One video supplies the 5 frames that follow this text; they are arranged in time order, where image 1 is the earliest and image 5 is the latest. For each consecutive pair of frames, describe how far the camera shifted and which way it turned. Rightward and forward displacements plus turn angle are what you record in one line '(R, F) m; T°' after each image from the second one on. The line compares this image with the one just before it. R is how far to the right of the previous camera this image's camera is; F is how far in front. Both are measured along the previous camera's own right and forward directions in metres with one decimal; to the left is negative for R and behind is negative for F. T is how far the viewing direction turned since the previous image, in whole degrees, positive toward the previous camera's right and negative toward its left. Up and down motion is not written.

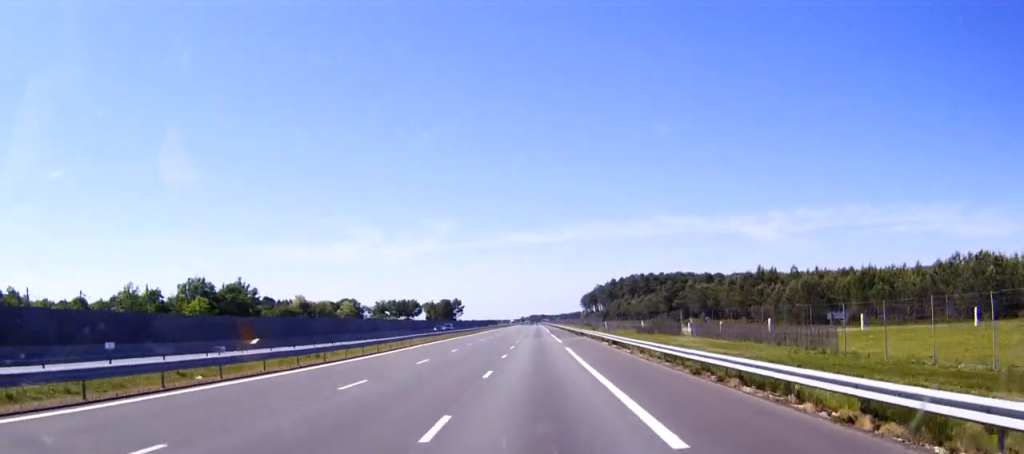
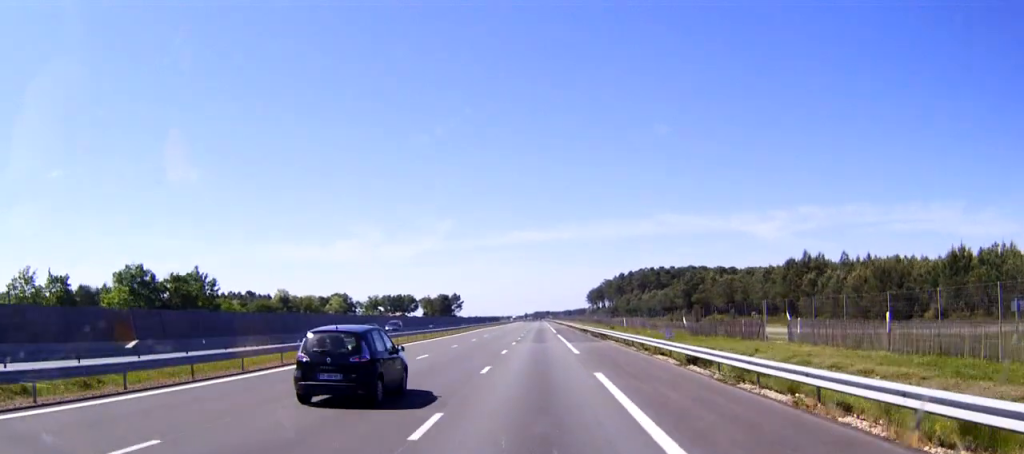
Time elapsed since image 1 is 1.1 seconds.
(0.0, +26.0) m; 0°
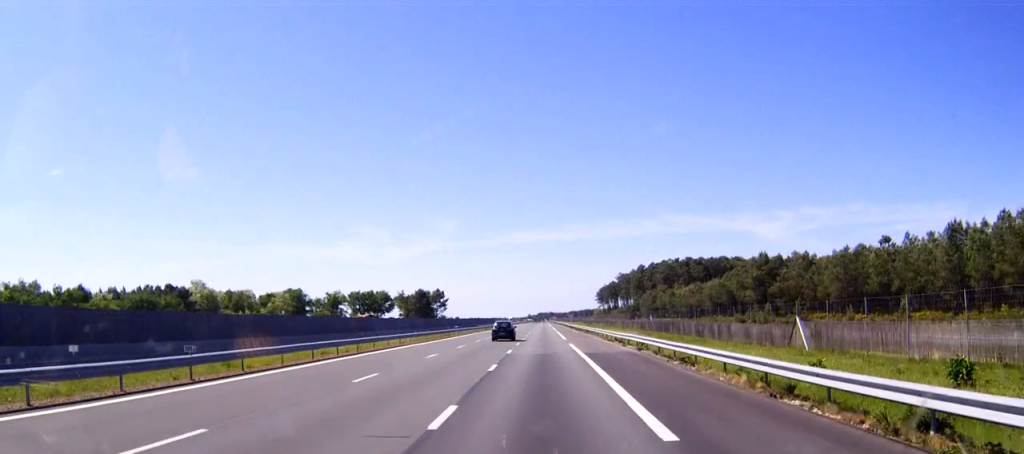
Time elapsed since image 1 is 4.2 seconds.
(-0.5, +76.9) m; -1°
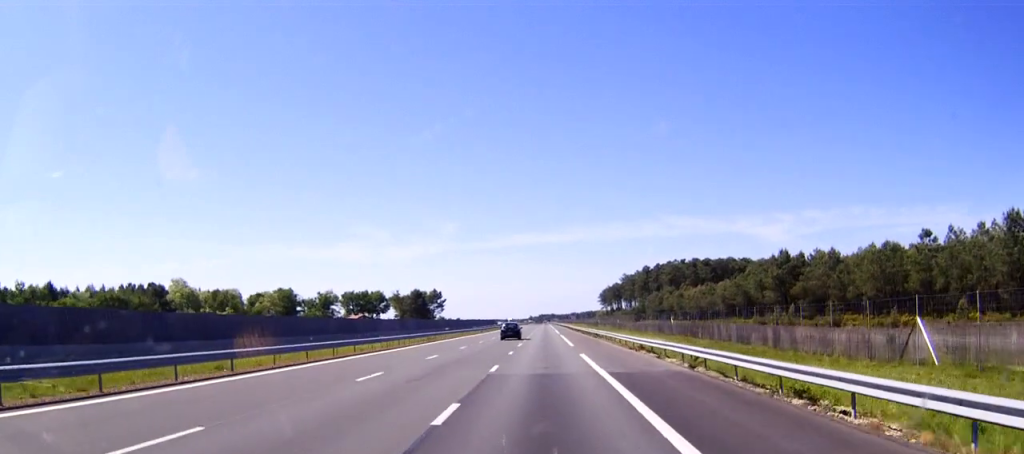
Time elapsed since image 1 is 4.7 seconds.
(0.0, +13.2) m; 0°
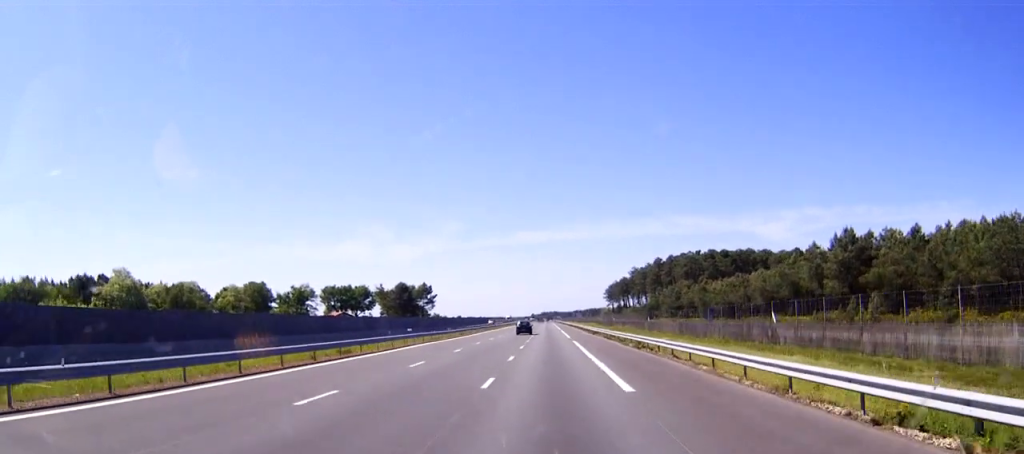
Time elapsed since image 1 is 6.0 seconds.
(0.0, +31.8) m; 0°
